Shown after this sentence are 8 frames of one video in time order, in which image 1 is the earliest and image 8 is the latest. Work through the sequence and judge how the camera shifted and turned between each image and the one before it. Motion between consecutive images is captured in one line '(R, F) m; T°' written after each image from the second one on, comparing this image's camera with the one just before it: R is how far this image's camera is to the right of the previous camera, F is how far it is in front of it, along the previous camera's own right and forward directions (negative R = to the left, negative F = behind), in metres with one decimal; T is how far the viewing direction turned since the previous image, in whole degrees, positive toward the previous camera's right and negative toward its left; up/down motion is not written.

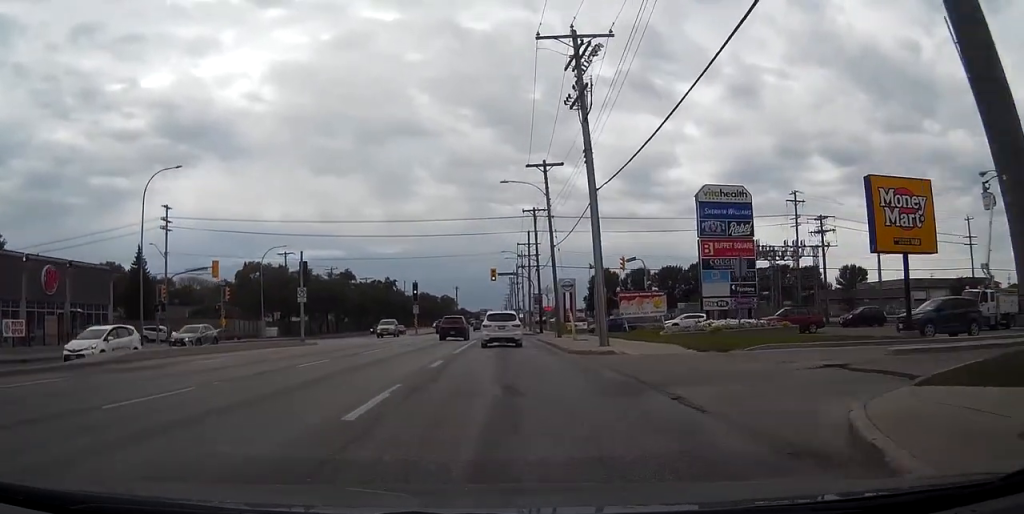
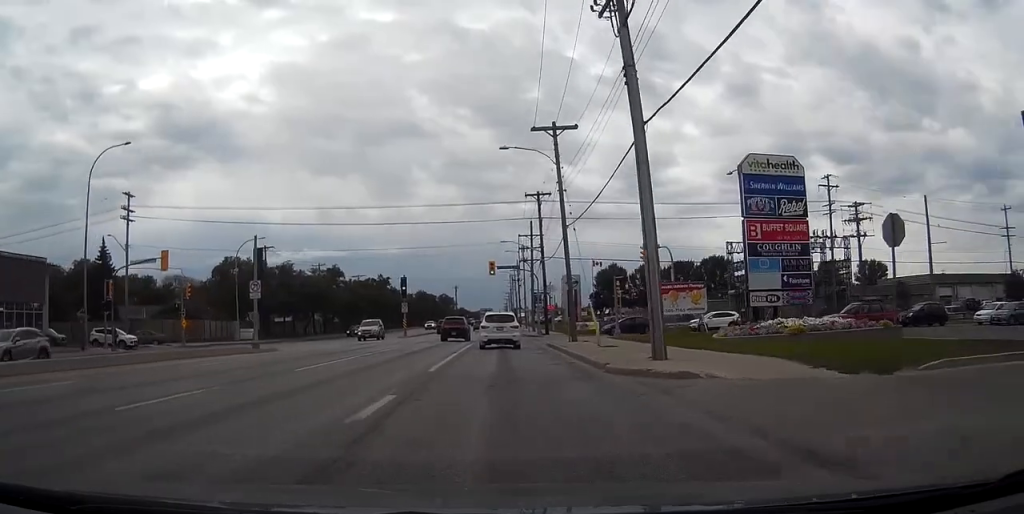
(0.0, +9.5) m; 0°
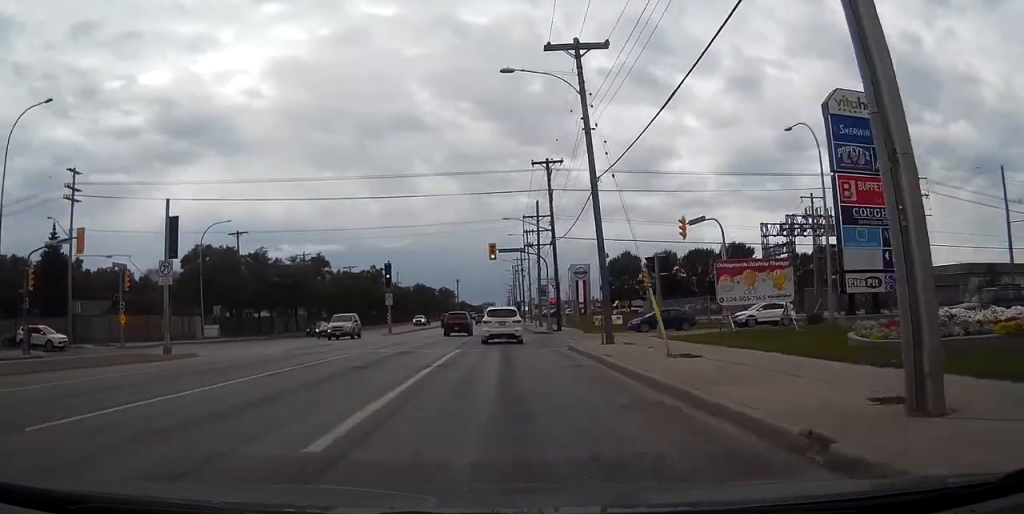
(0.0, +11.5) m; 0°
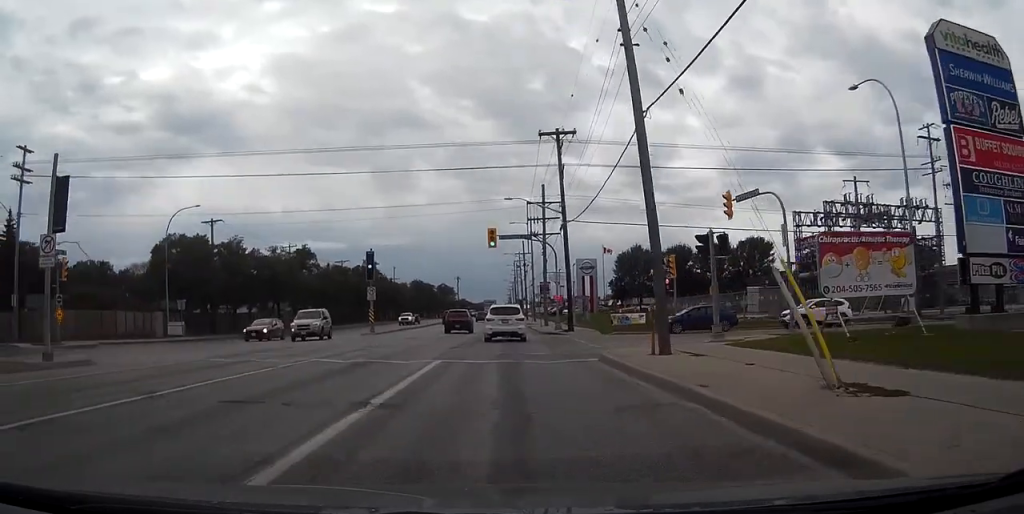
(0.0, +8.7) m; 0°
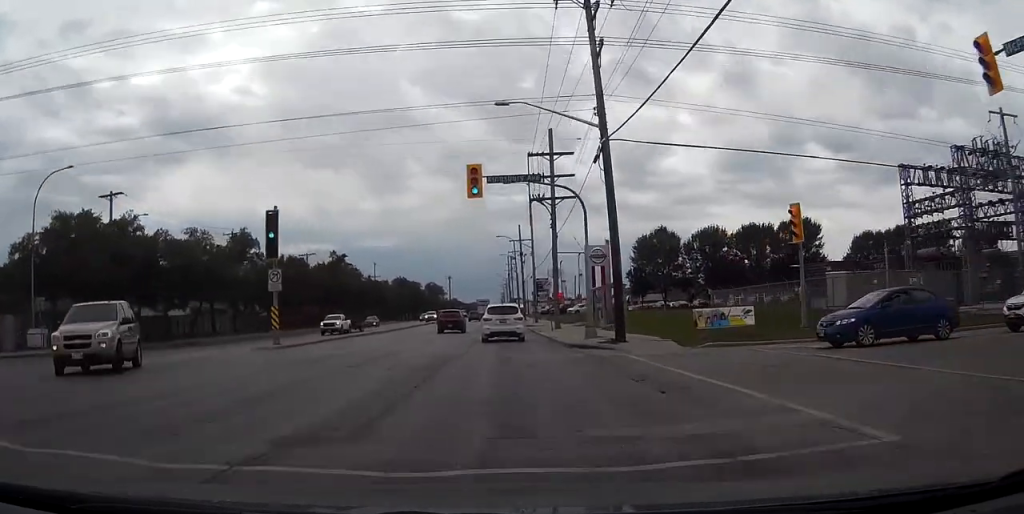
(0.0, +21.4) m; 0°
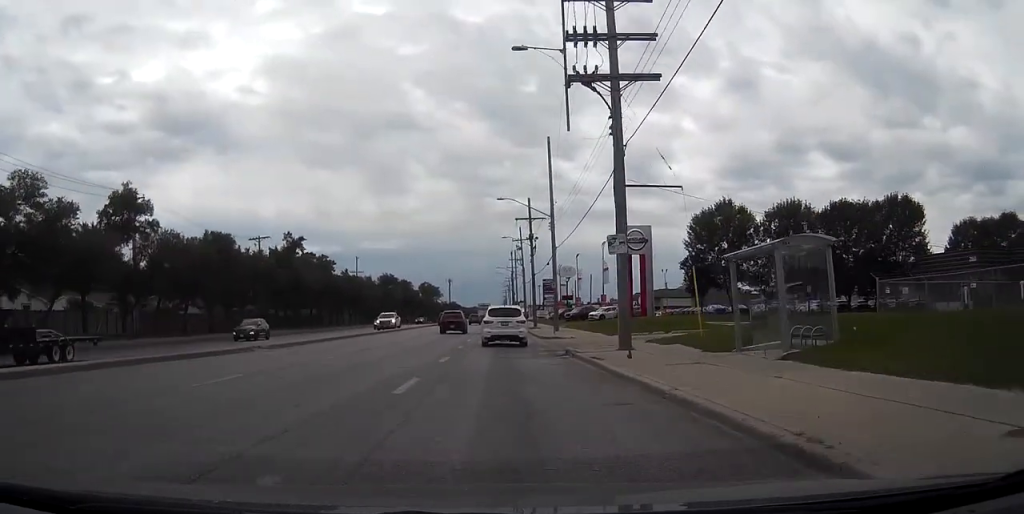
(+0.3, +26.1) m; +1°
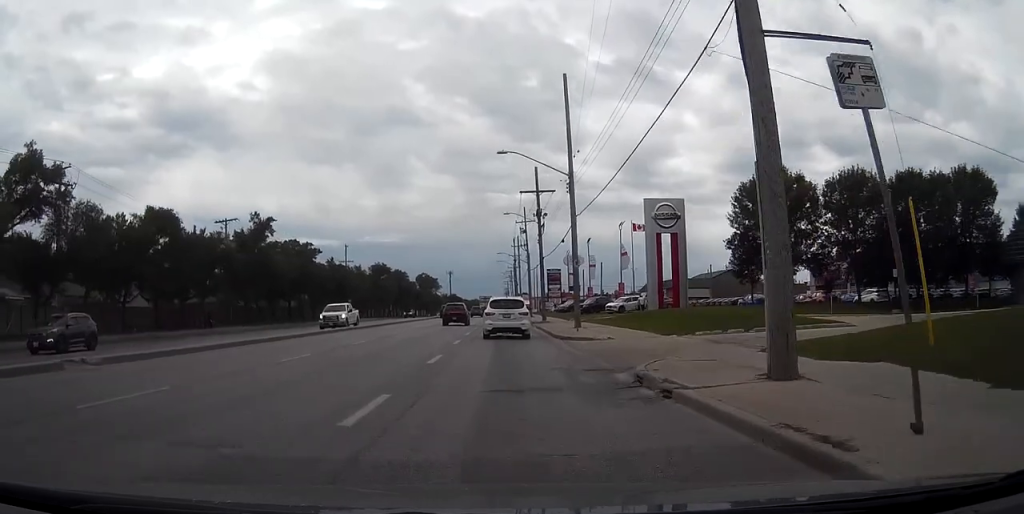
(-0.1, +12.8) m; -1°
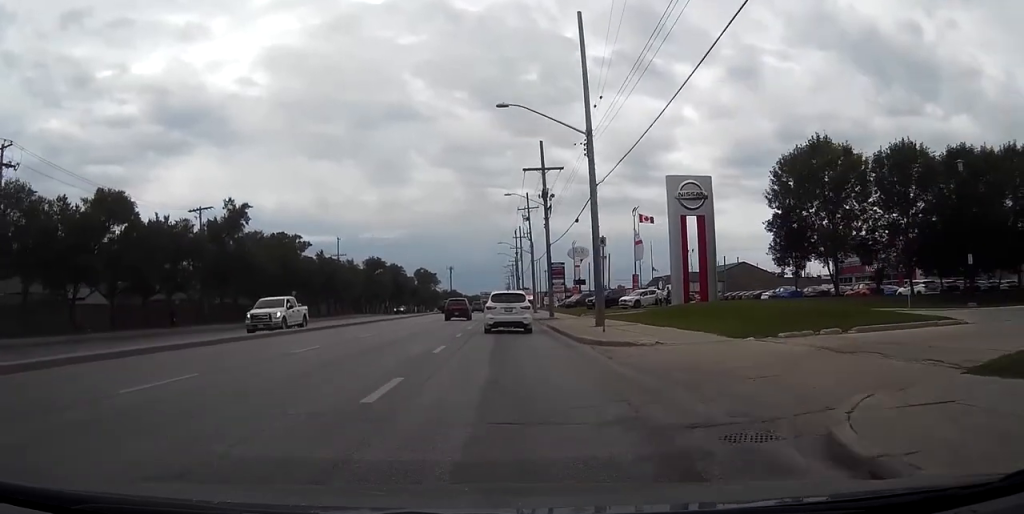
(0.0, +7.9) m; 0°
